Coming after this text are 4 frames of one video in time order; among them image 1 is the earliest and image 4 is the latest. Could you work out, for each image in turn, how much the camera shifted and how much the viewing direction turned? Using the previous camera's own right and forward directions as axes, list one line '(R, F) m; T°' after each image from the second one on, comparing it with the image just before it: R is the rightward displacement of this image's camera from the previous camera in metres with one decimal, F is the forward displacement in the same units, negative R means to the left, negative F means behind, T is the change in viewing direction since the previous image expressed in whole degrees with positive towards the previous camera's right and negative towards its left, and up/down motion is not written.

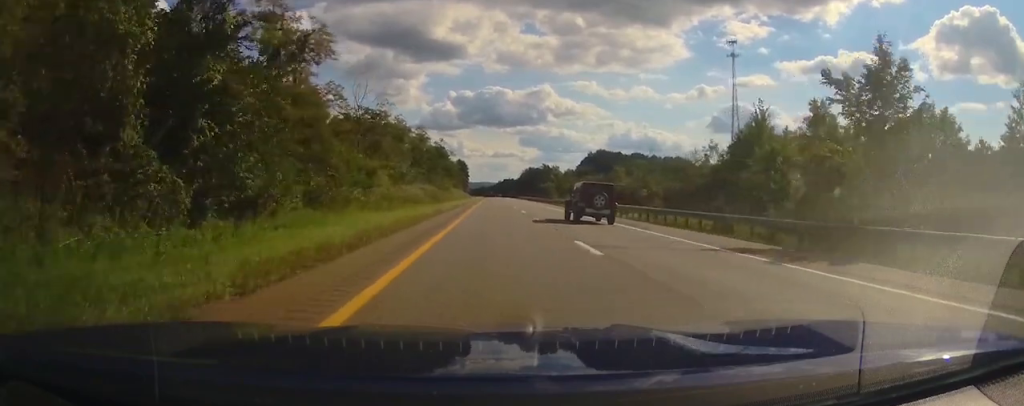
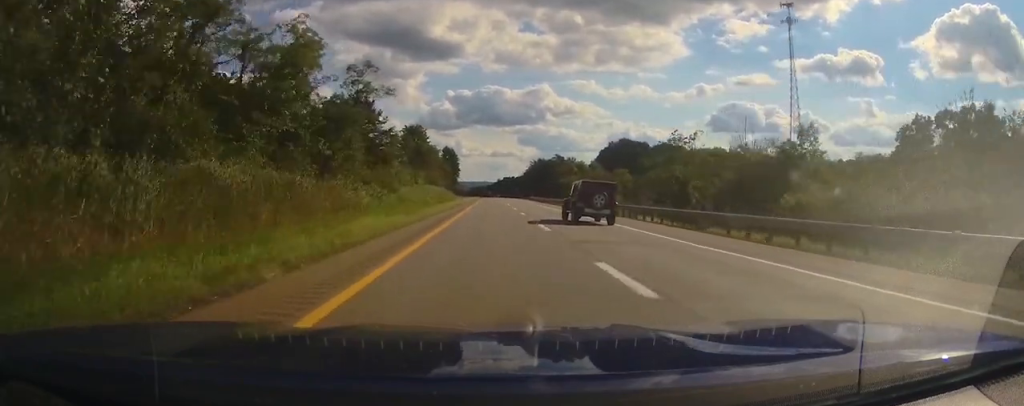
(+0.2, +53.6) m; 0°
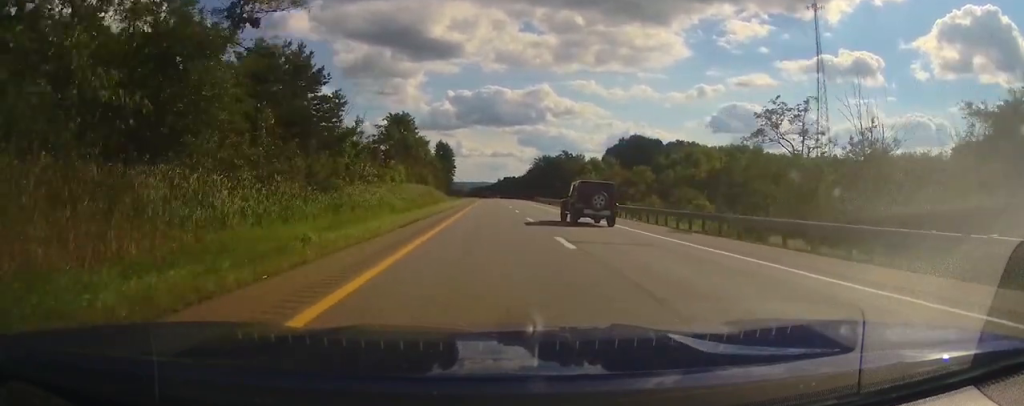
(-0.2, +18.4) m; 0°
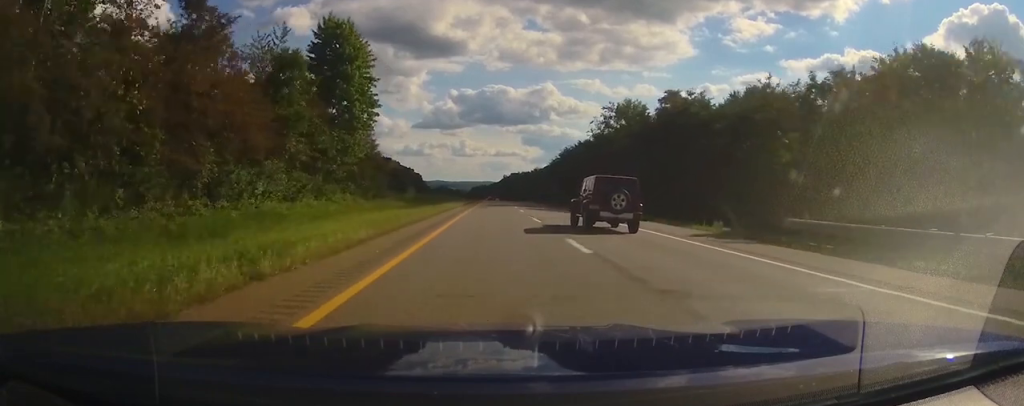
(-0.1, +98.8) m; 0°
